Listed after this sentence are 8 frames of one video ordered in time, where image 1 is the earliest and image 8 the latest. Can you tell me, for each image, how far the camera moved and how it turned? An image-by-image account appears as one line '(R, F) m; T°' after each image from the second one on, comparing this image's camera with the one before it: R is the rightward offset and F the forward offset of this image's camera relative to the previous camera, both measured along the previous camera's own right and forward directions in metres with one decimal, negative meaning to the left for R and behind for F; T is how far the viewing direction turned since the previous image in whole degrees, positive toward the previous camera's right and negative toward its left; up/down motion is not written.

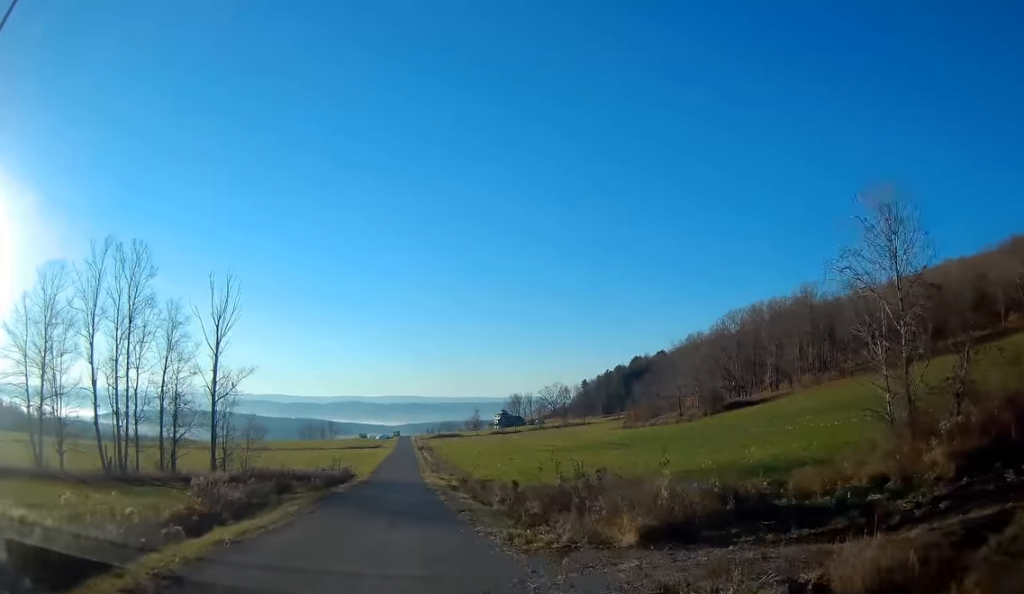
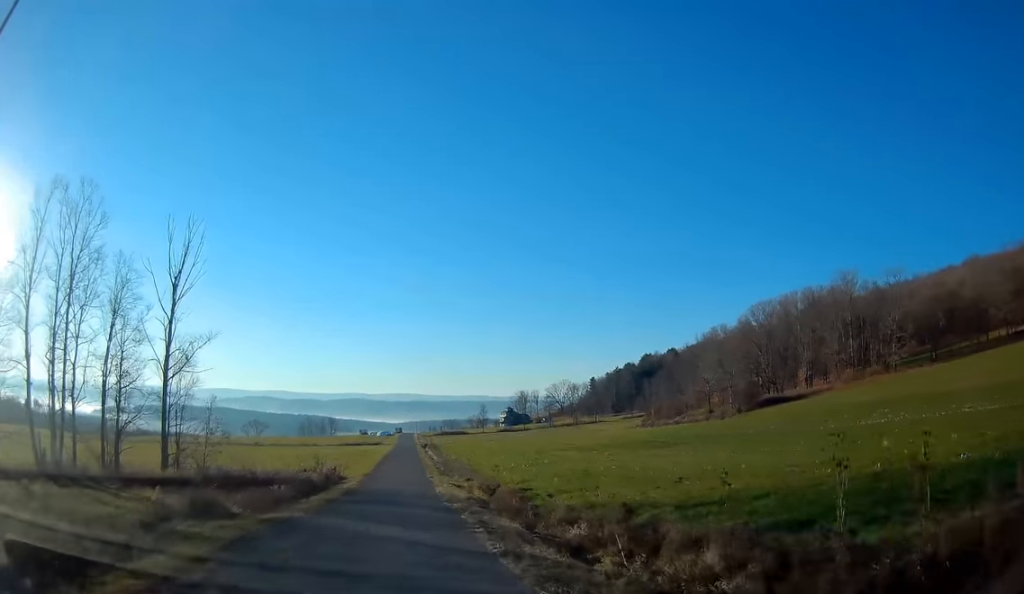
(-0.2, +14.0) m; -1°
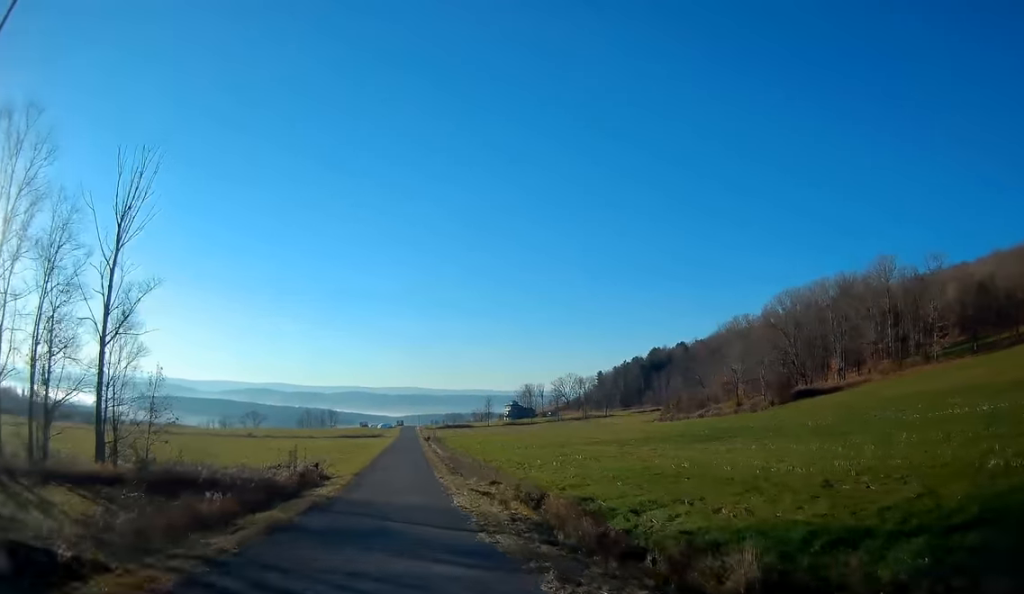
(-0.2, +11.8) m; 0°
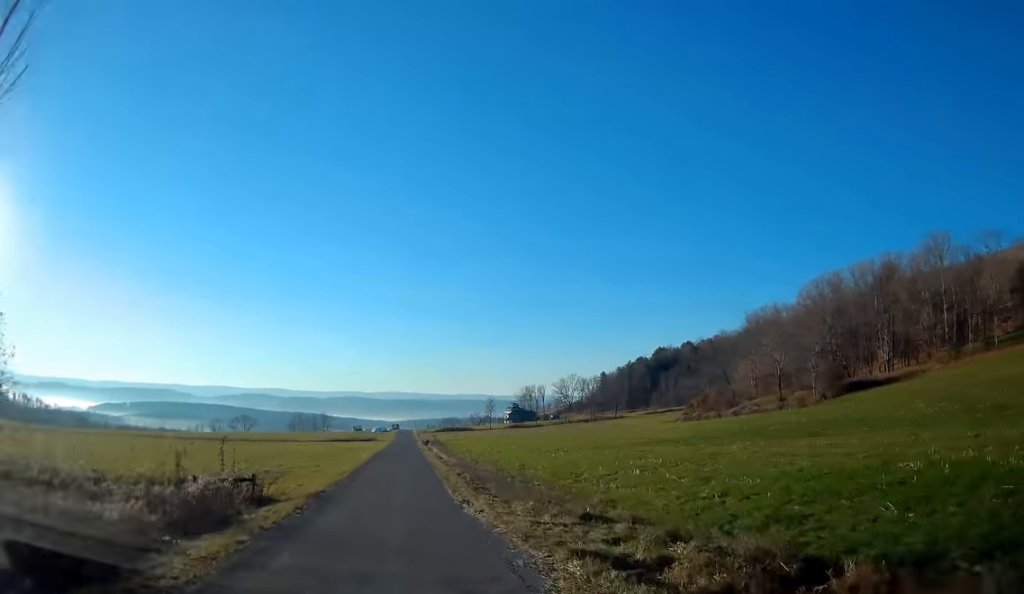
(+0.3, +17.4) m; +1°
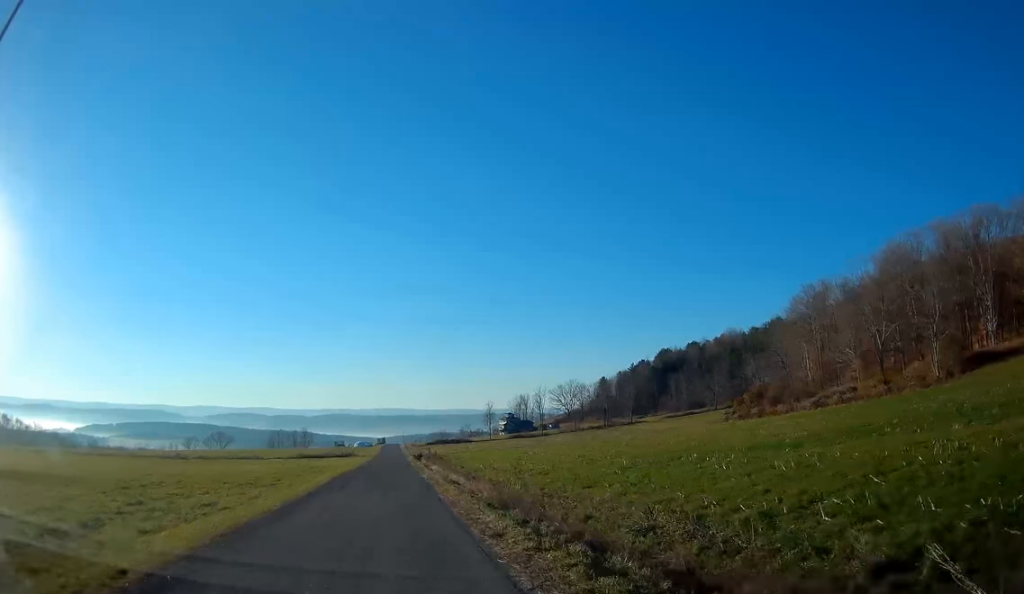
(0.0, +31.4) m; 0°
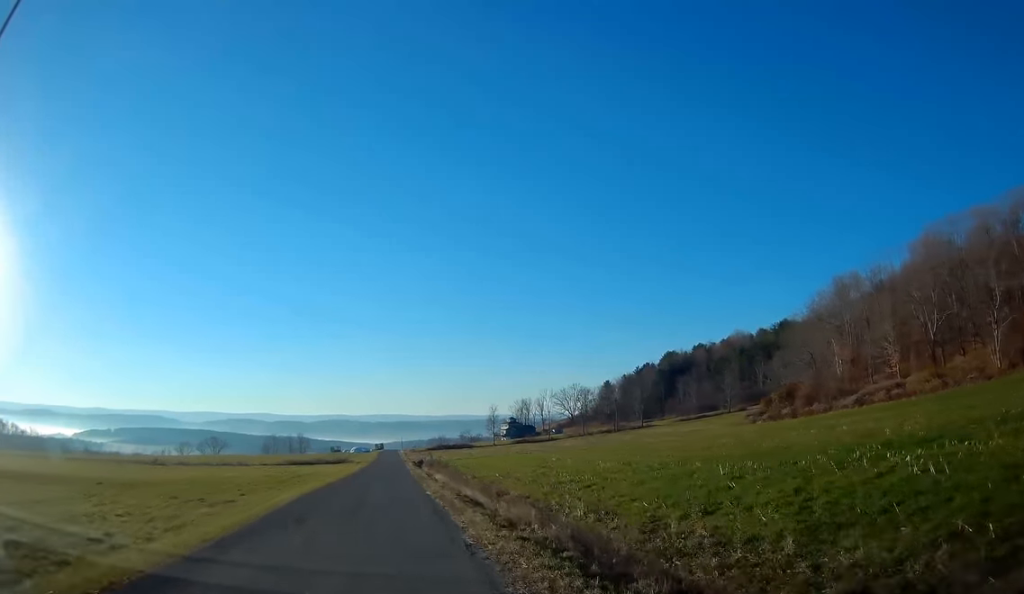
(0.0, +11.1) m; +1°
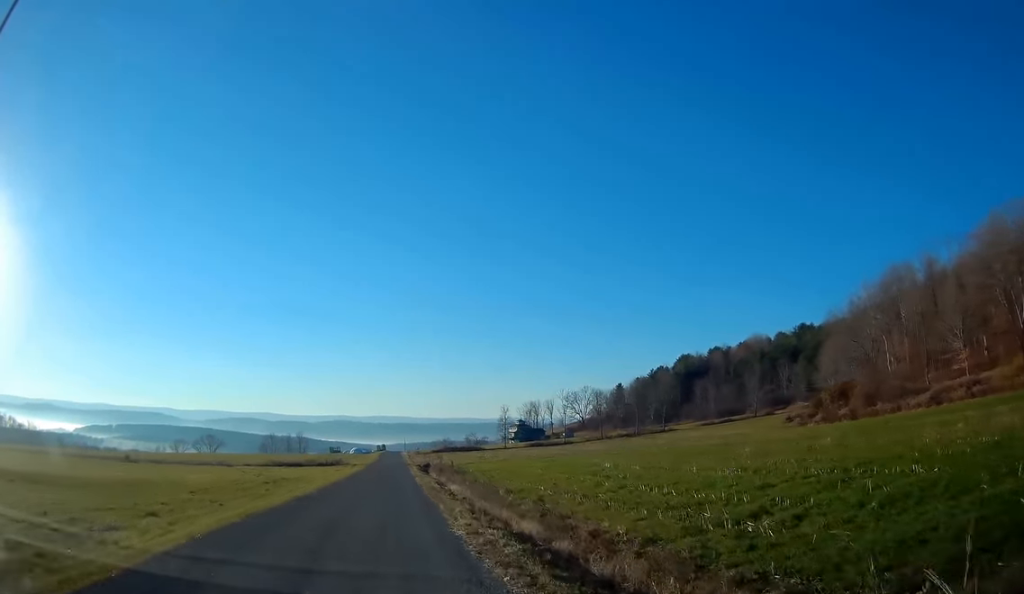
(+0.2, +15.0) m; 0°
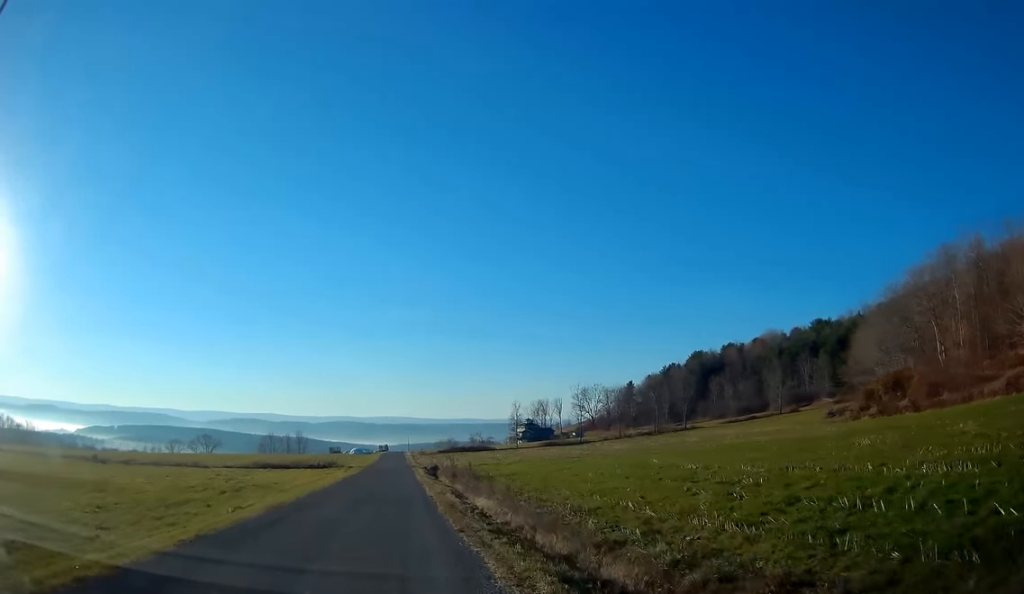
(+0.1, +13.3) m; 0°
